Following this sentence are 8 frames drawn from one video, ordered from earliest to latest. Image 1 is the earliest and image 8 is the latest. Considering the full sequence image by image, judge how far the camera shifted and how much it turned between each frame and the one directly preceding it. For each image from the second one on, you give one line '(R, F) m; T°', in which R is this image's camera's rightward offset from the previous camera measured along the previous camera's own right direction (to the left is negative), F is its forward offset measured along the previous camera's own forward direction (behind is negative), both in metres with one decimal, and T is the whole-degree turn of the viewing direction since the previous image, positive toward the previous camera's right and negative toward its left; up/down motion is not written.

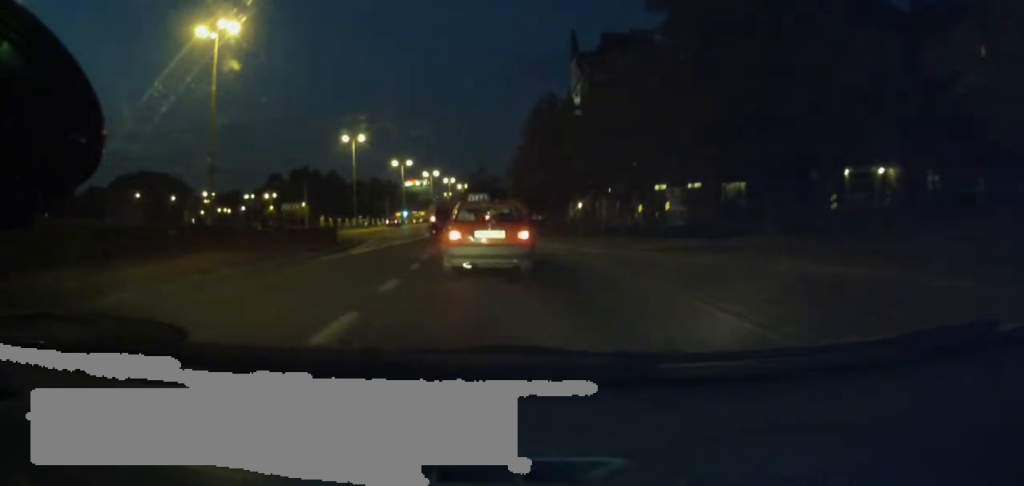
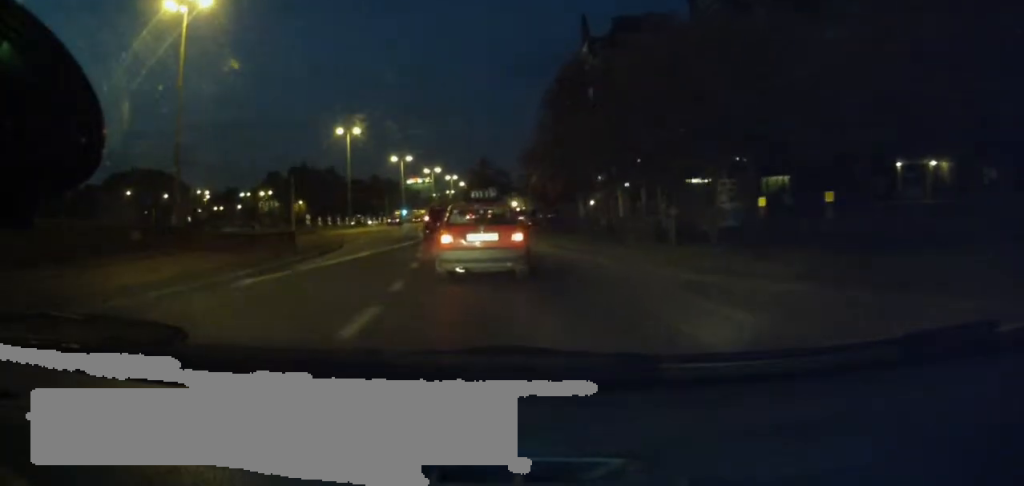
(0.0, +7.7) m; 0°
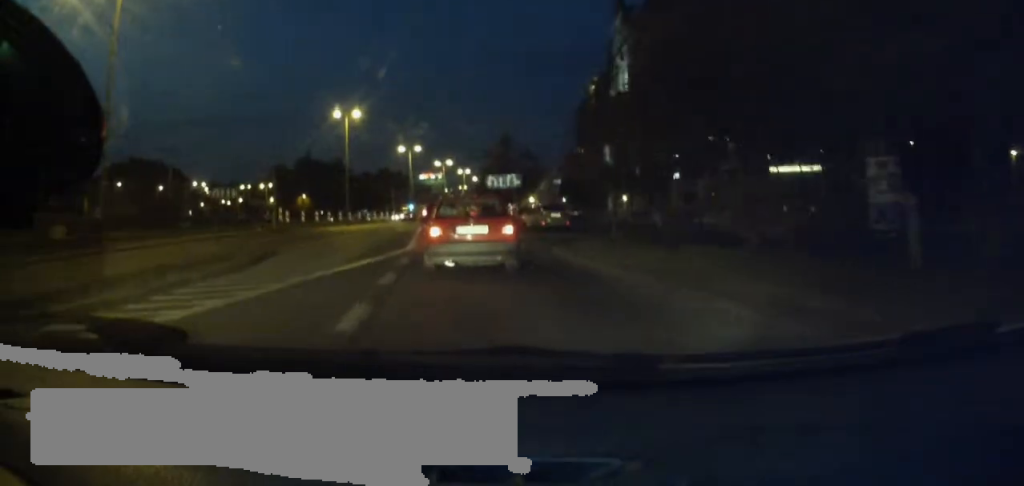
(-0.1, +12.7) m; -2°
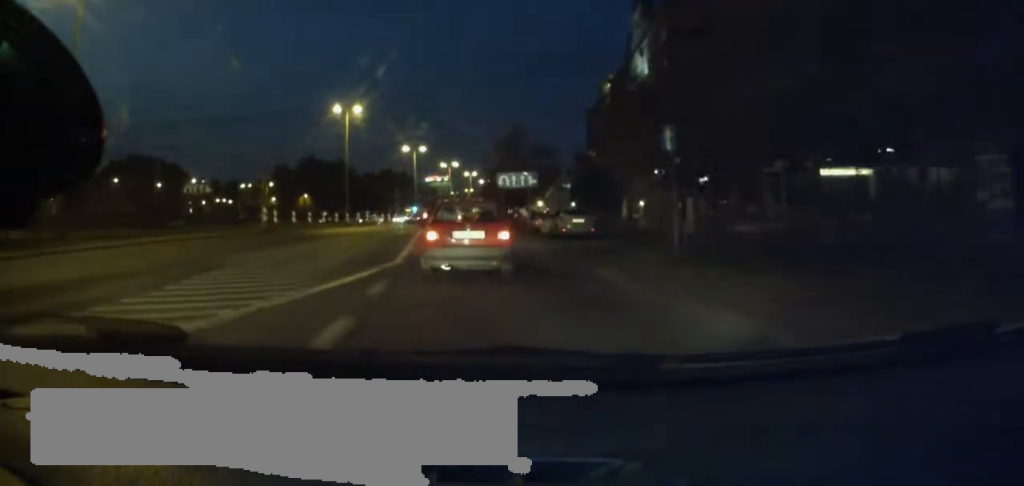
(-0.2, +5.5) m; -1°
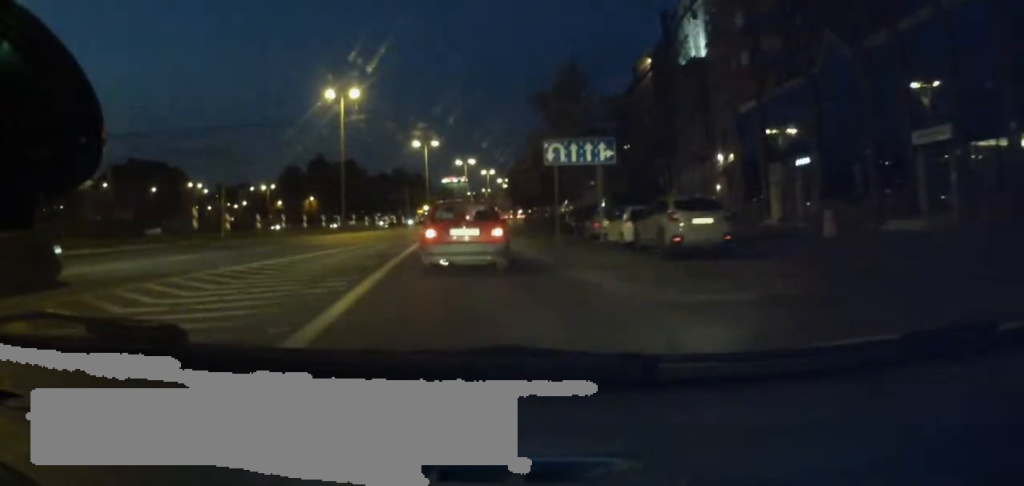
(-0.2, +14.5) m; 0°
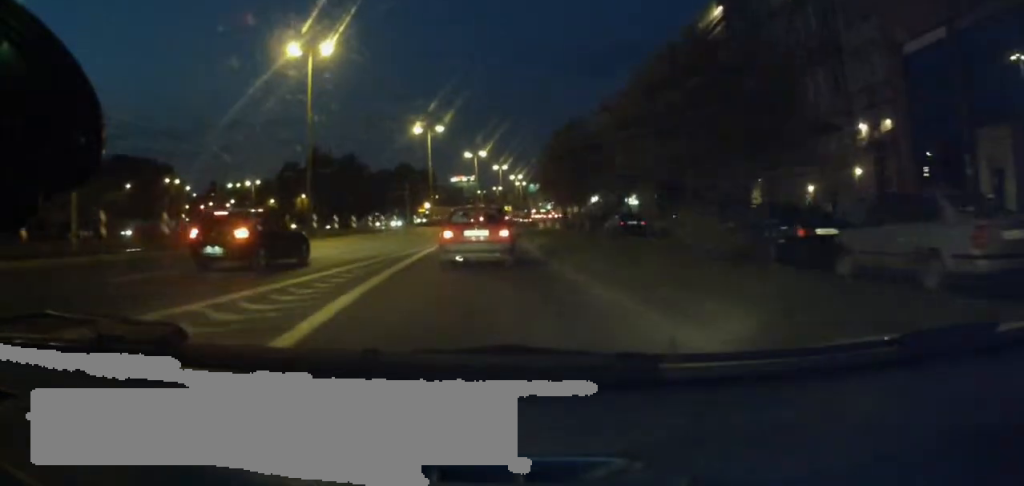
(-0.5, +20.4) m; -4°
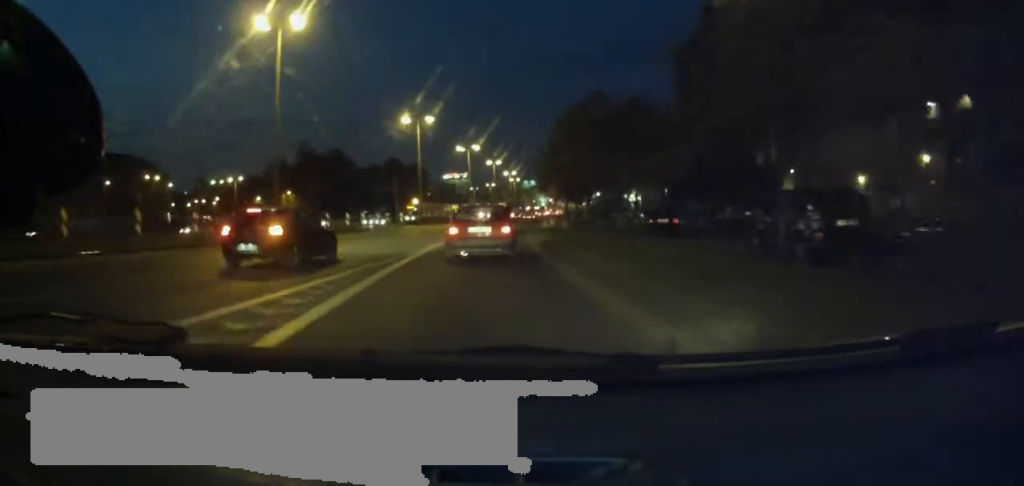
(-0.2, +6.9) m; -2°
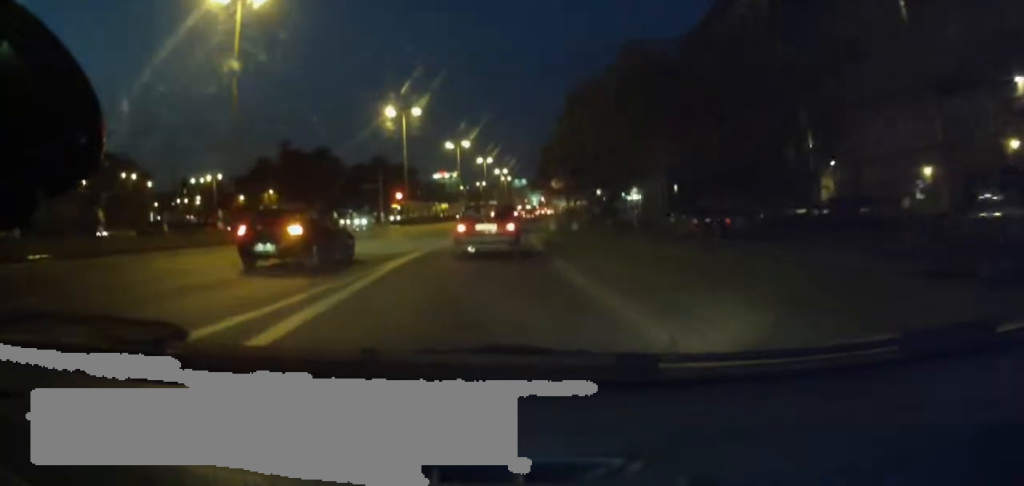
(0.0, +6.9) m; 0°
